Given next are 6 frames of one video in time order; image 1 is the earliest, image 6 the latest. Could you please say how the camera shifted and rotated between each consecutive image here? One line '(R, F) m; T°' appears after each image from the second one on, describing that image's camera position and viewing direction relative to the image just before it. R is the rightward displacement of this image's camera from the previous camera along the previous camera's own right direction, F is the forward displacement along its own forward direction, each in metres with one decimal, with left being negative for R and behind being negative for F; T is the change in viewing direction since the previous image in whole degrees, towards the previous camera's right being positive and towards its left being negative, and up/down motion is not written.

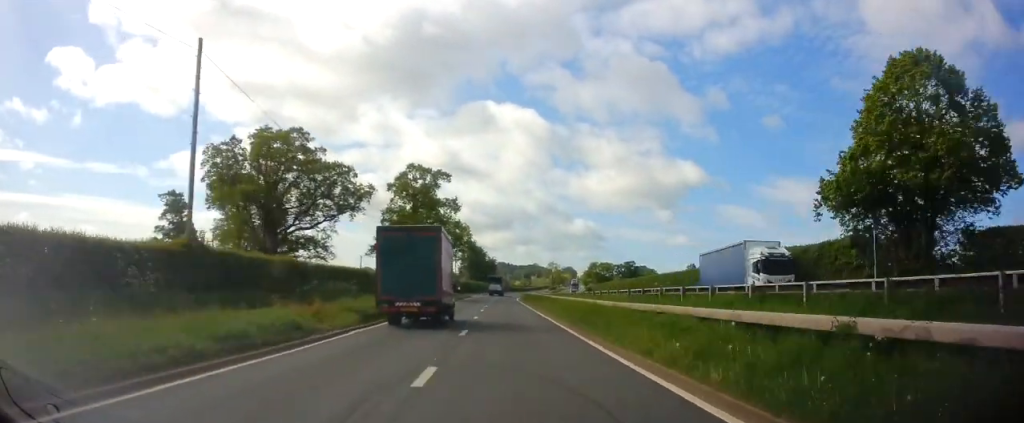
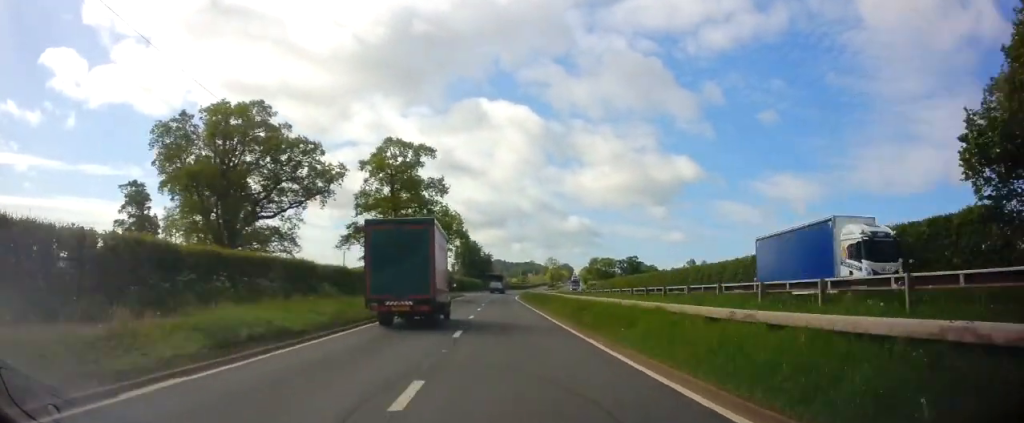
(0.0, +10.3) m; 0°
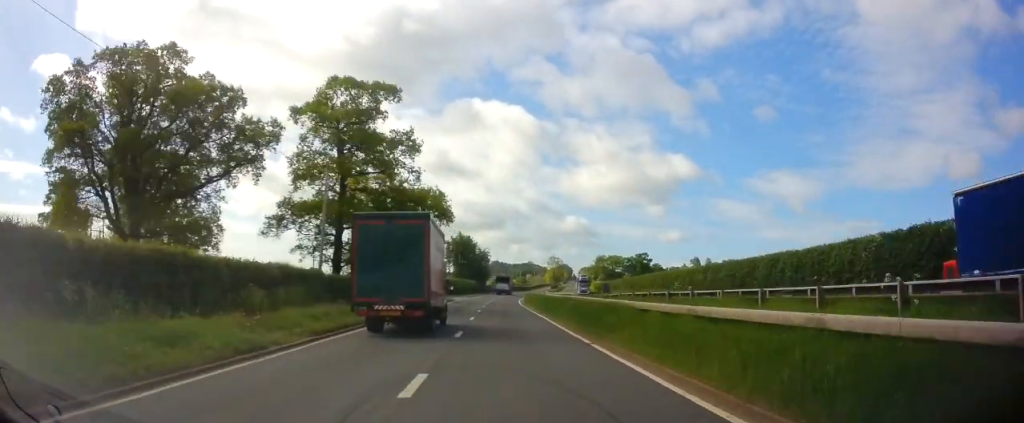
(0.0, +16.8) m; 0°
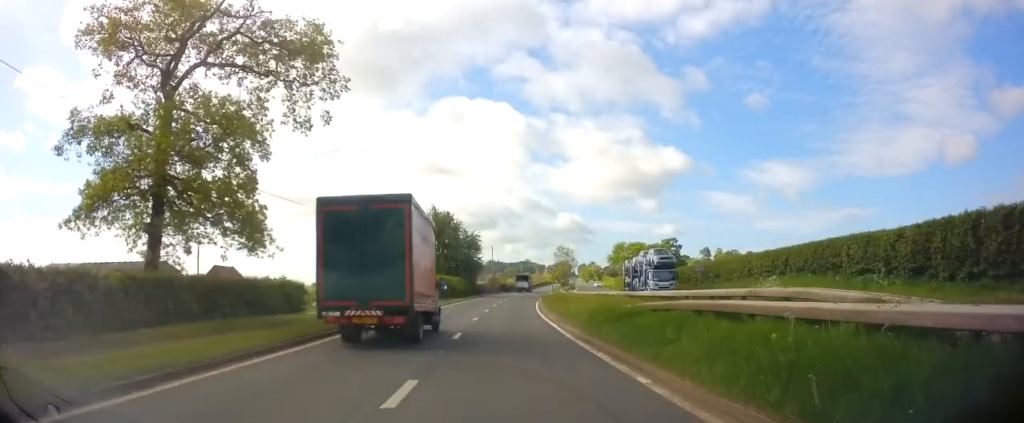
(+0.5, +35.4) m; +1°
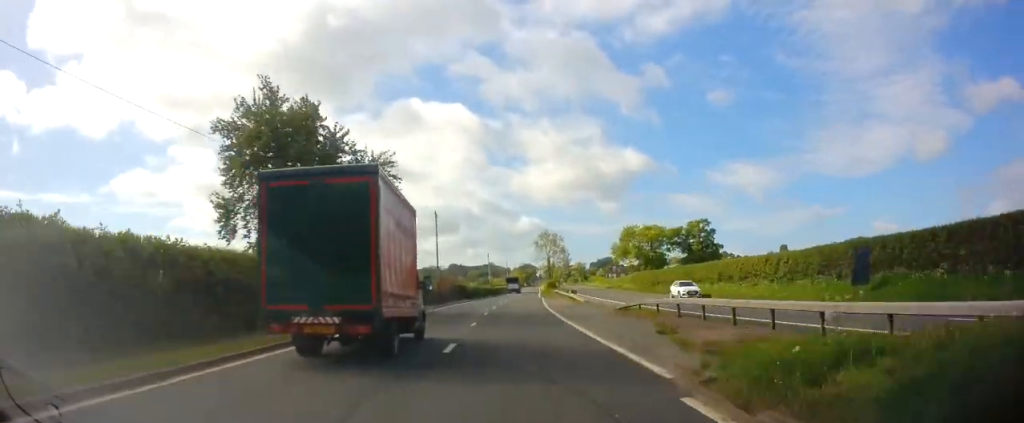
(+0.4, +46.2) m; +3°
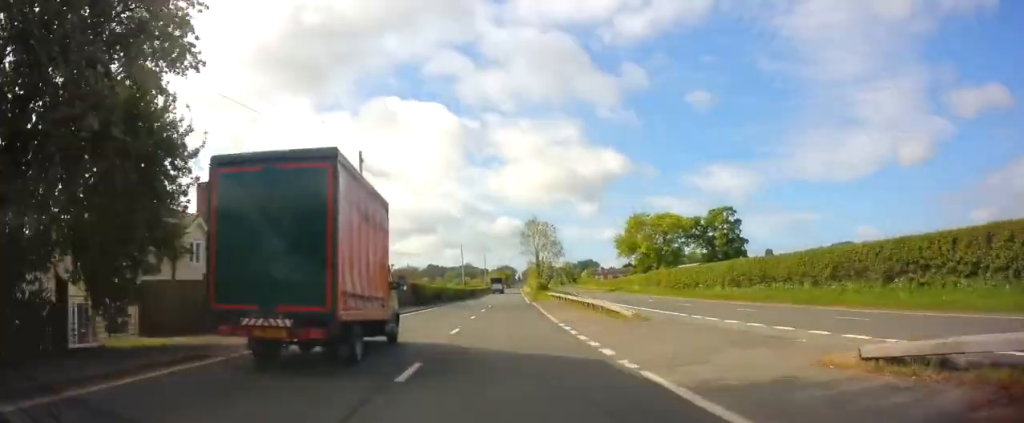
(+0.6, +21.0) m; +3°
